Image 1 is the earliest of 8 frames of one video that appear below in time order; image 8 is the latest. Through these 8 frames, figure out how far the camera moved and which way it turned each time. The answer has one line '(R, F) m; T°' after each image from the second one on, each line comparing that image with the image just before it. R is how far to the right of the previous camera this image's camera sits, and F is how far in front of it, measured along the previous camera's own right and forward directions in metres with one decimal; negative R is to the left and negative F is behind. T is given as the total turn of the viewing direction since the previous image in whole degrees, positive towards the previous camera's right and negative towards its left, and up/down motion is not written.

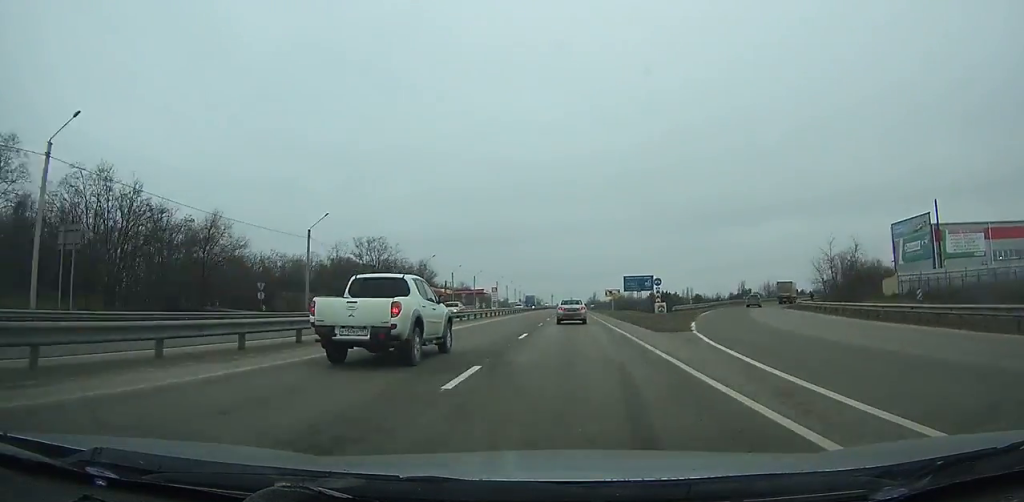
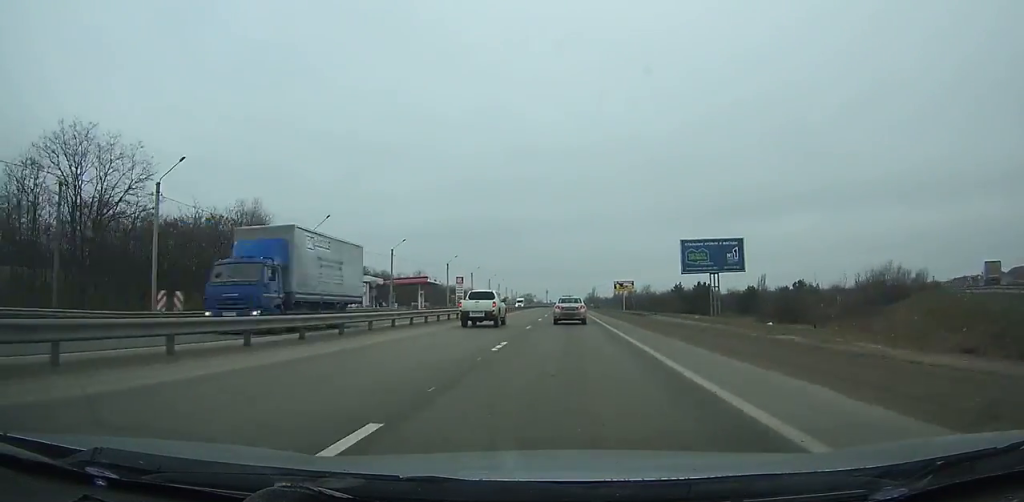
(+0.2, +65.9) m; 0°
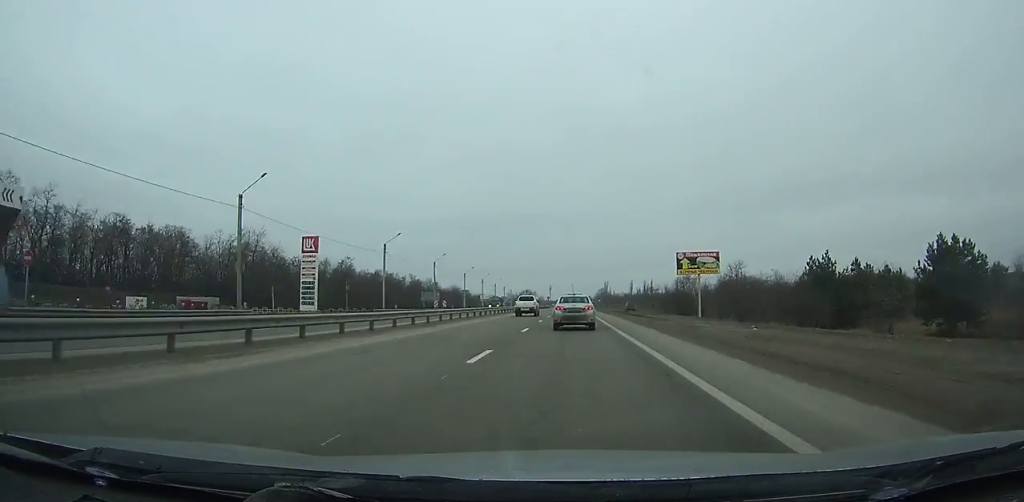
(-0.1, +97.5) m; 0°
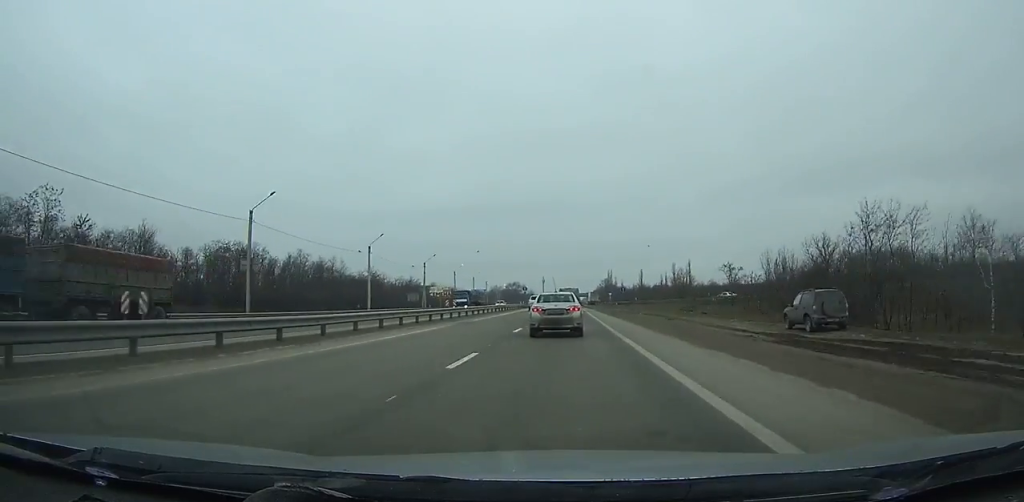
(+0.1, +80.2) m; 0°
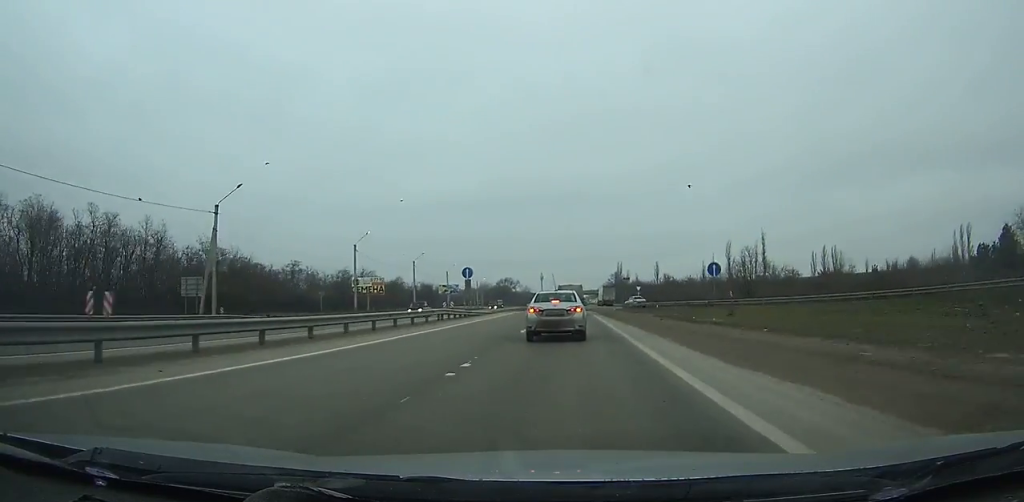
(-0.3, +56.3) m; 0°
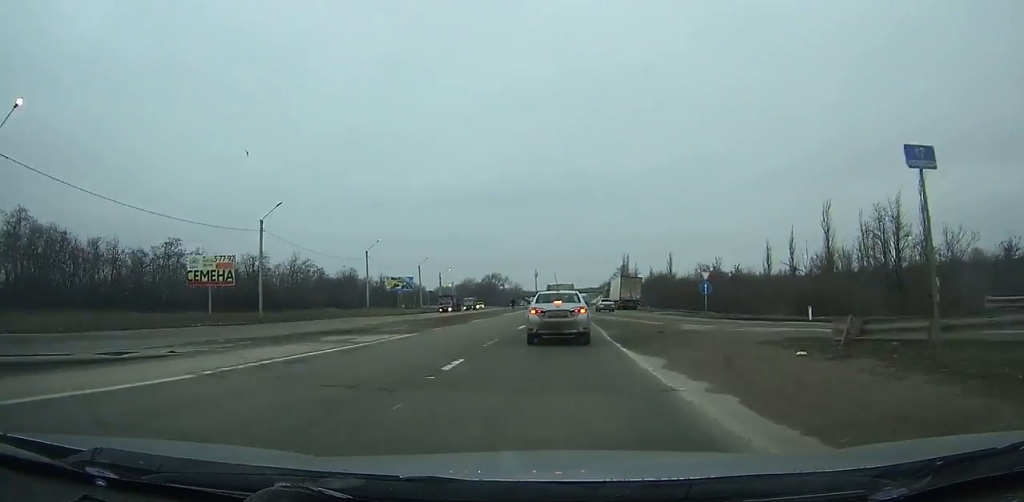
(-0.2, +46.1) m; 0°
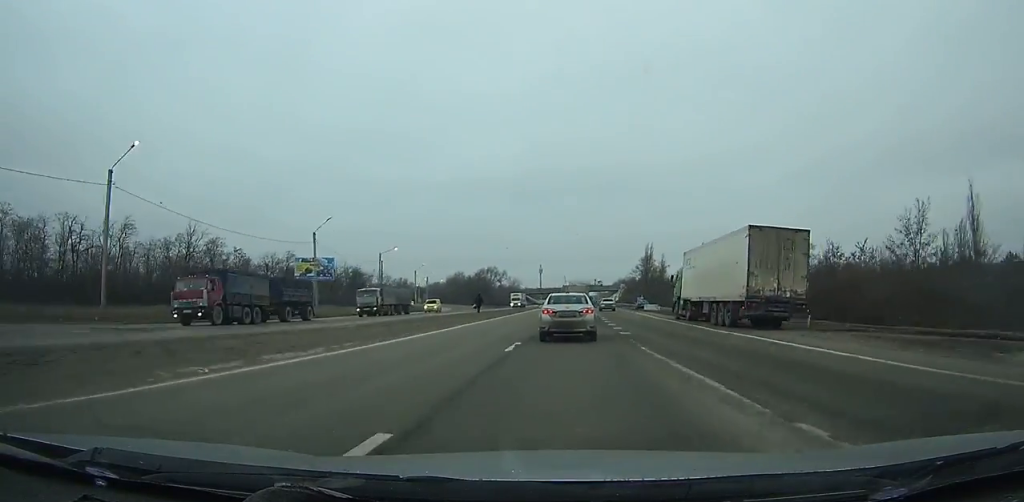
(+0.1, +50.0) m; 0°
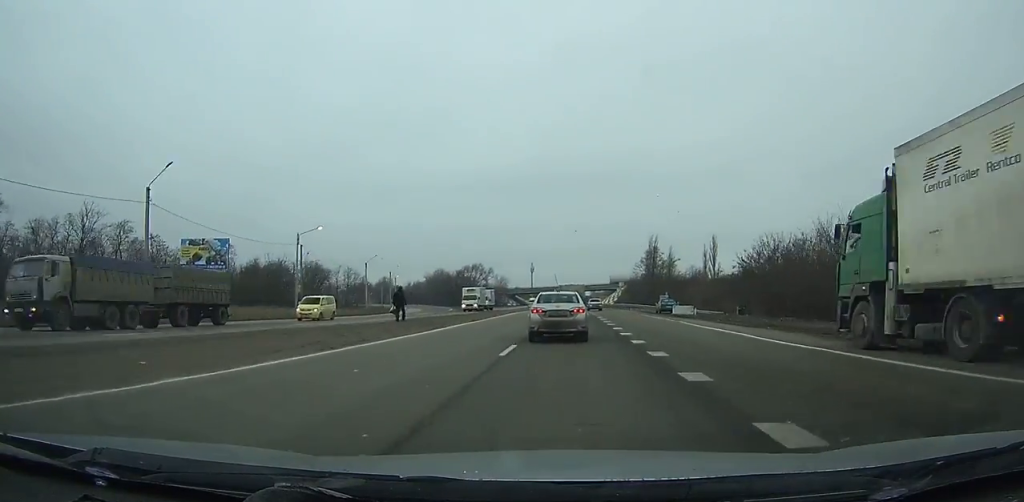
(+0.1, +24.8) m; 0°
